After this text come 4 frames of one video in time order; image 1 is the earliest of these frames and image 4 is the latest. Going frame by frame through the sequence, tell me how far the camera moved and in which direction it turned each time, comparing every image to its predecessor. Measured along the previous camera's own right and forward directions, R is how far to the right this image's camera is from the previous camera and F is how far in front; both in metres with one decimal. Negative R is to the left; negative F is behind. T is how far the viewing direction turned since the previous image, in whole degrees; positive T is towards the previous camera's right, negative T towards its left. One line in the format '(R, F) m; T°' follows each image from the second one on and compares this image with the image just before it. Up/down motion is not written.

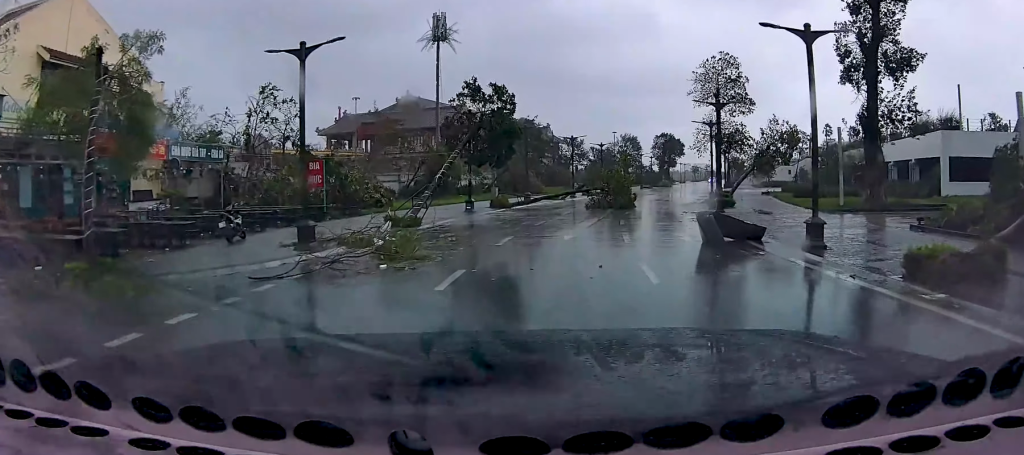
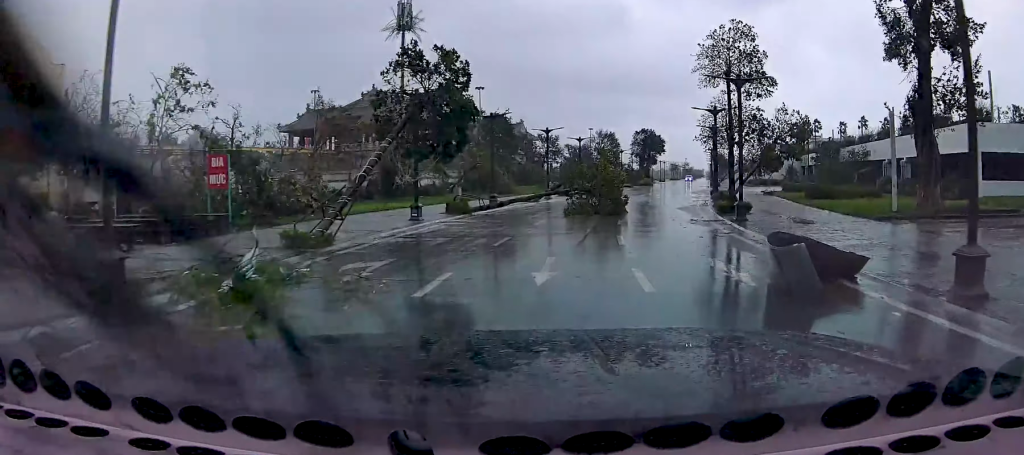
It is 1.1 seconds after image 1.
(+0.3, +6.4) m; +4°
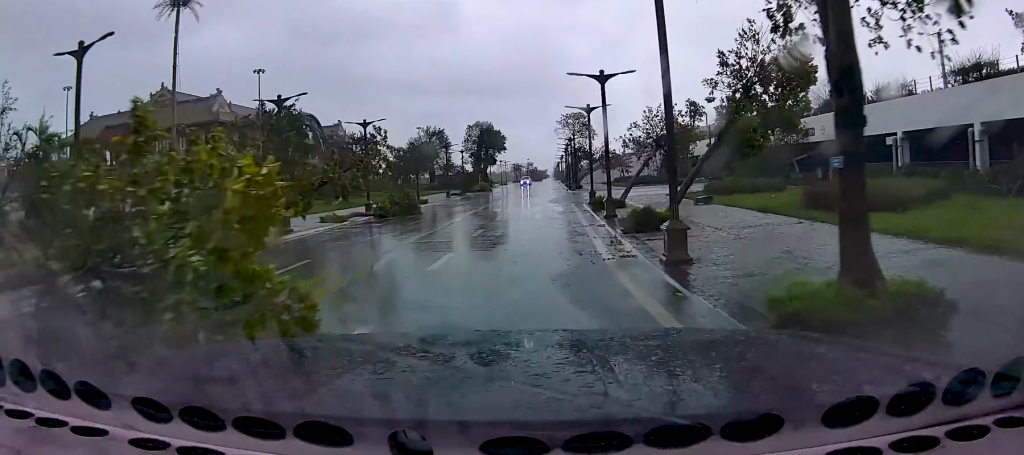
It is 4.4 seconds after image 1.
(+2.6, +21.9) m; +12°
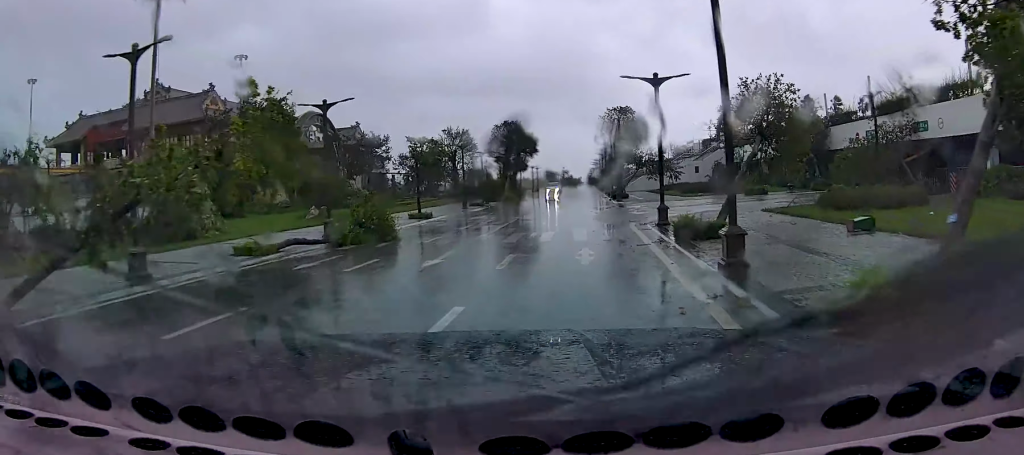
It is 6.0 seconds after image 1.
(-0.7, +10.8) m; -5°
